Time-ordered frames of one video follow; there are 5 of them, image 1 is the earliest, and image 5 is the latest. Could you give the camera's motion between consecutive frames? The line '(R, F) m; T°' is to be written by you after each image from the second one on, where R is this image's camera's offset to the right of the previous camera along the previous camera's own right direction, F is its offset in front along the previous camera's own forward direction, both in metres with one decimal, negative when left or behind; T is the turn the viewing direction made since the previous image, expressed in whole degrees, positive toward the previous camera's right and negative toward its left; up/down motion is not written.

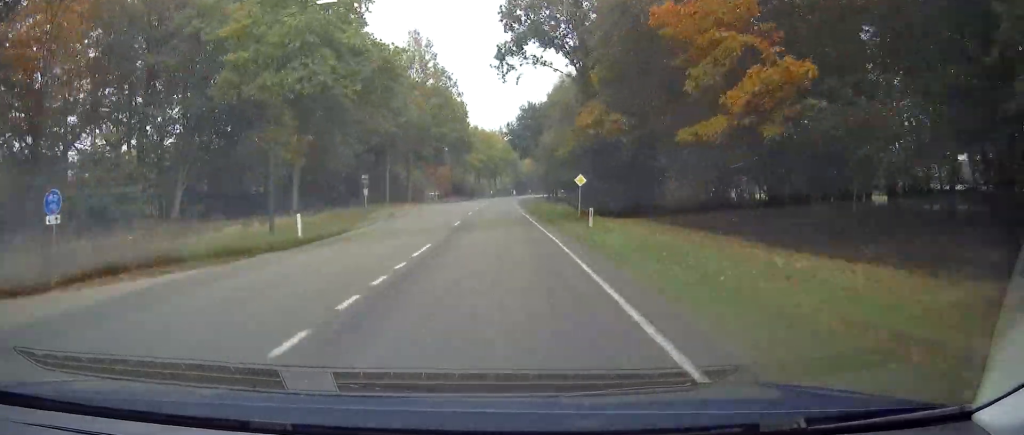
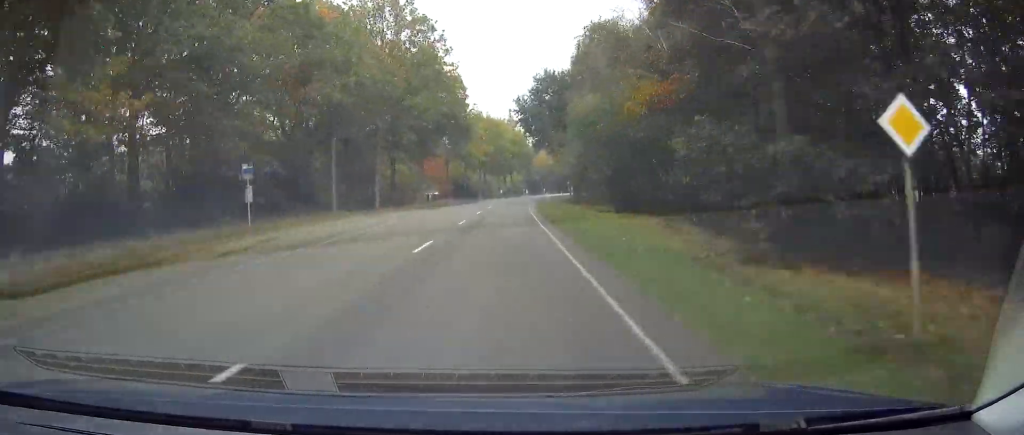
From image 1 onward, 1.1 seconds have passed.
(-0.2, +25.5) m; 0°
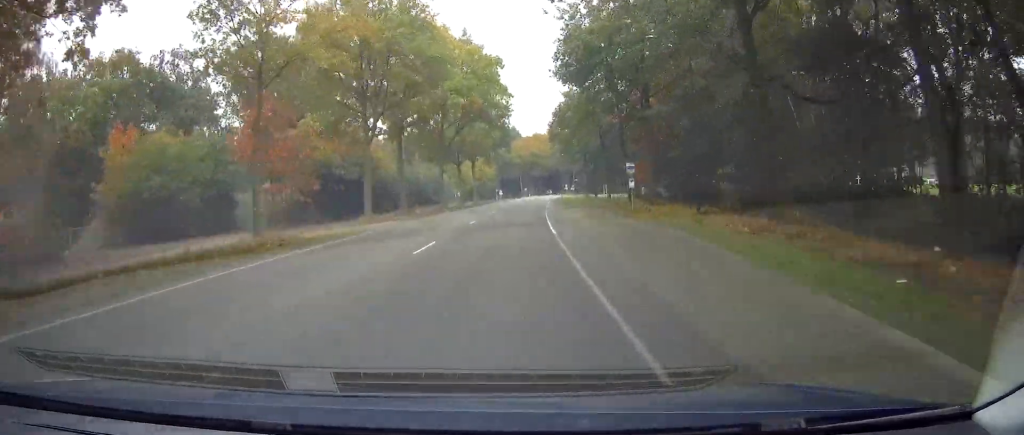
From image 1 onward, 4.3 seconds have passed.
(-0.3, +78.0) m; 0°
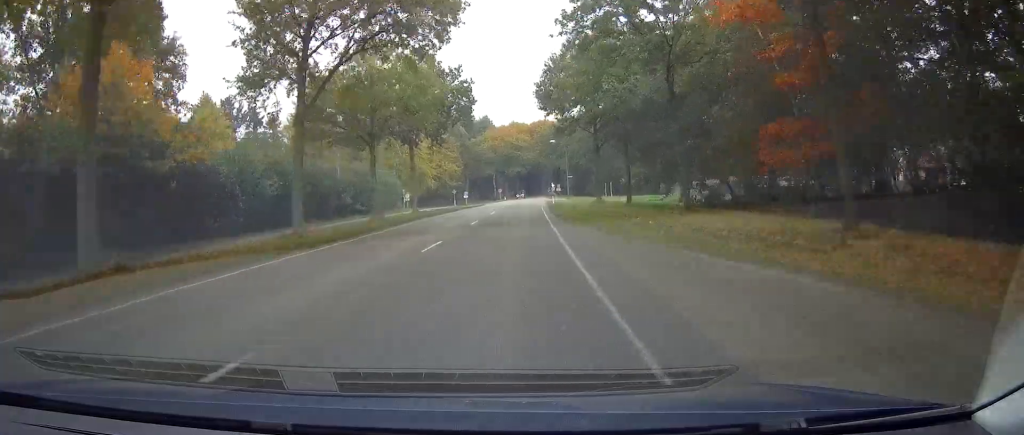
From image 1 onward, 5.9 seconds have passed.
(-0.1, +38.0) m; +1°
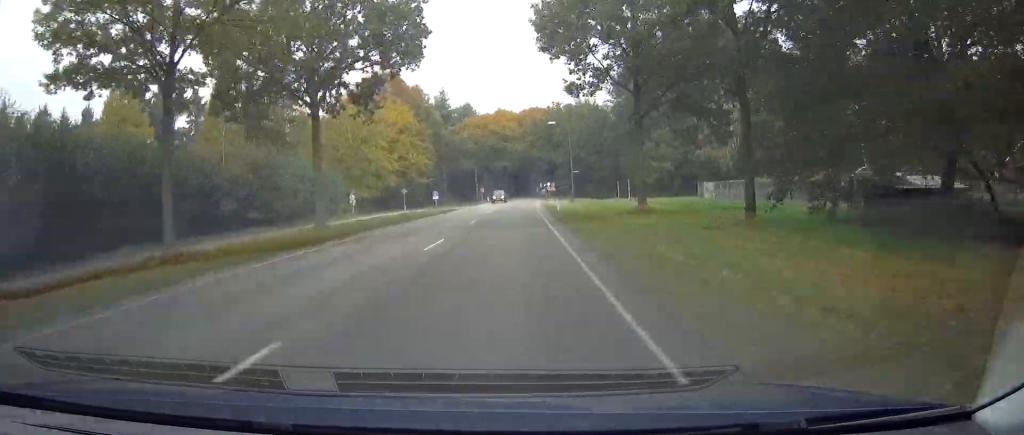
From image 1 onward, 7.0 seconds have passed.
(+0.4, +25.2) m; +1°
